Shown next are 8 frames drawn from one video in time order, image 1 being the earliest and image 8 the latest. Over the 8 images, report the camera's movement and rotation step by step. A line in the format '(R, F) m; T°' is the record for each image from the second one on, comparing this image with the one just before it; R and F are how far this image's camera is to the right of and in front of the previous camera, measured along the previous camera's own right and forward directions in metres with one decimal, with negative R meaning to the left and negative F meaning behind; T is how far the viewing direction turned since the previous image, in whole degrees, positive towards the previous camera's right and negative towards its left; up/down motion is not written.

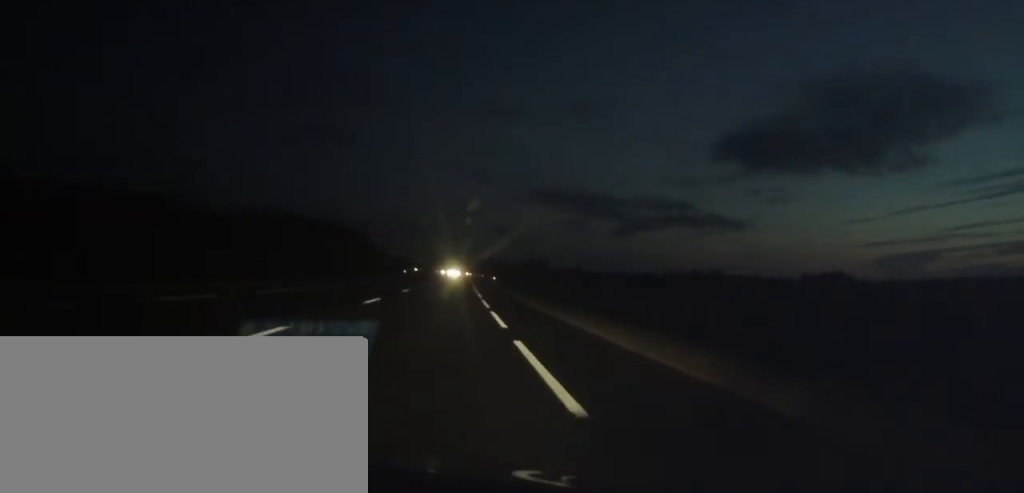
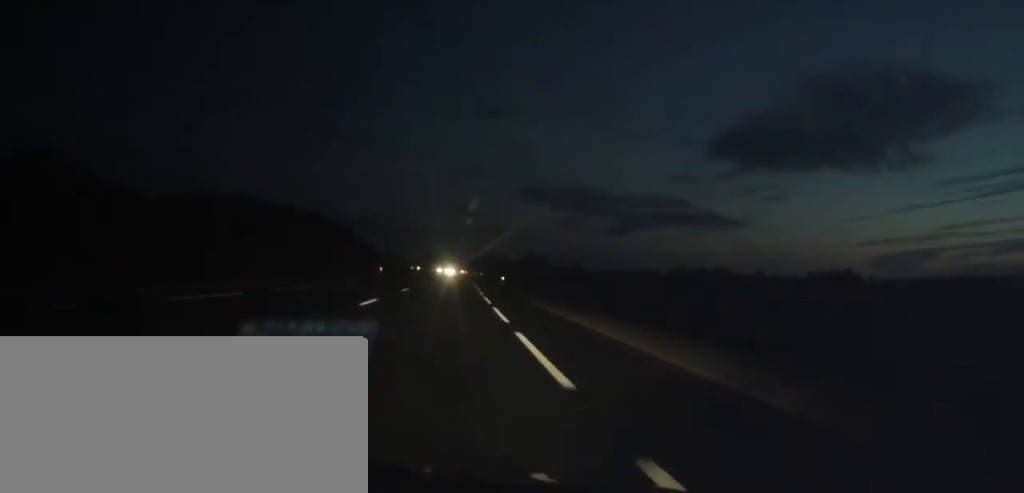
(0.0, +25.8) m; +1°
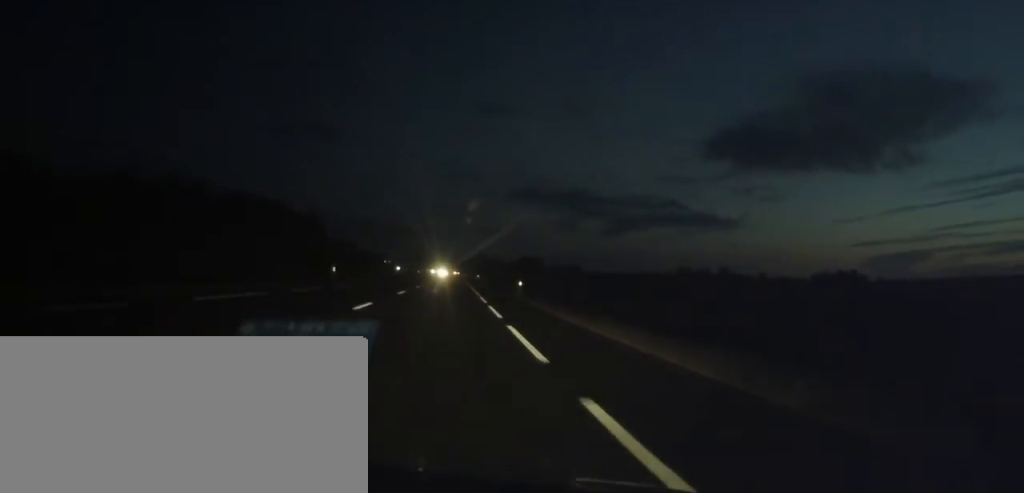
(+0.4, +25.0) m; +1°
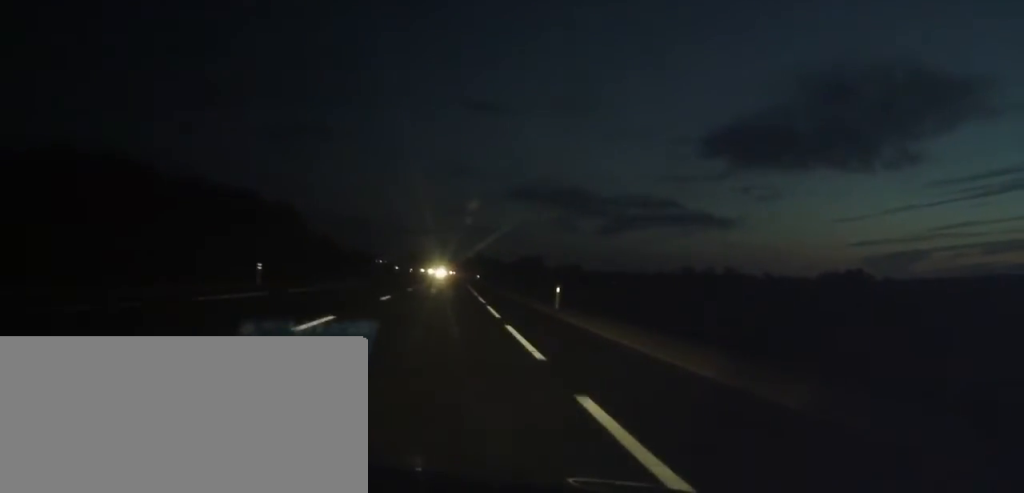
(+0.1, +17.9) m; 0°
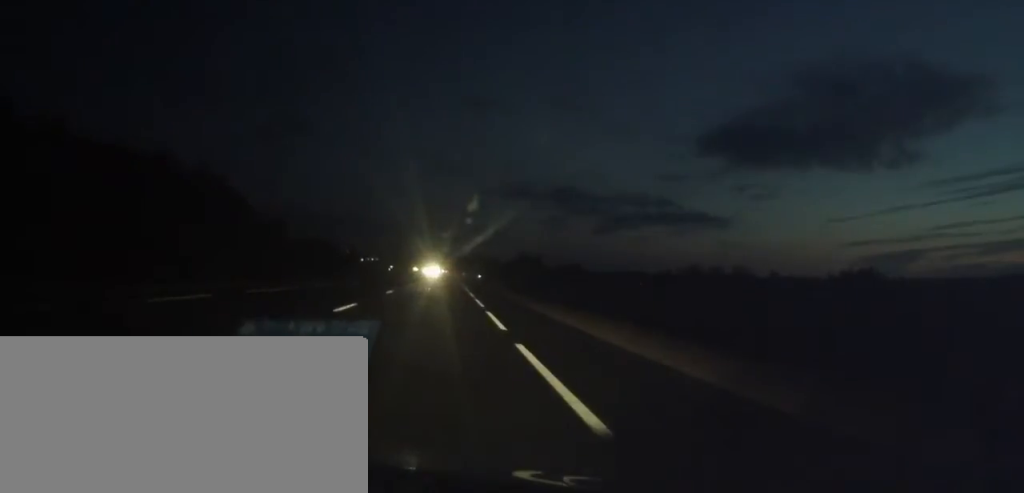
(0.0, +31.4) m; 0°
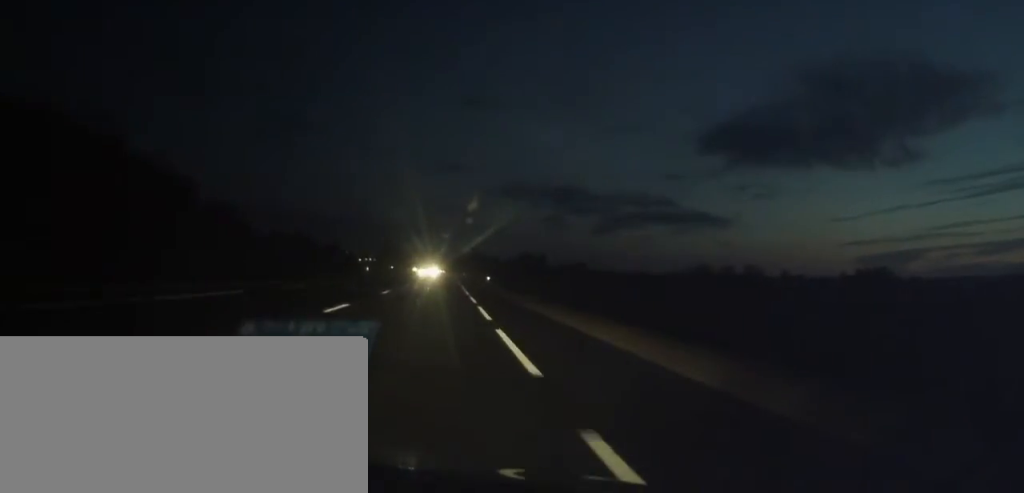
(+0.1, +24.3) m; 0°
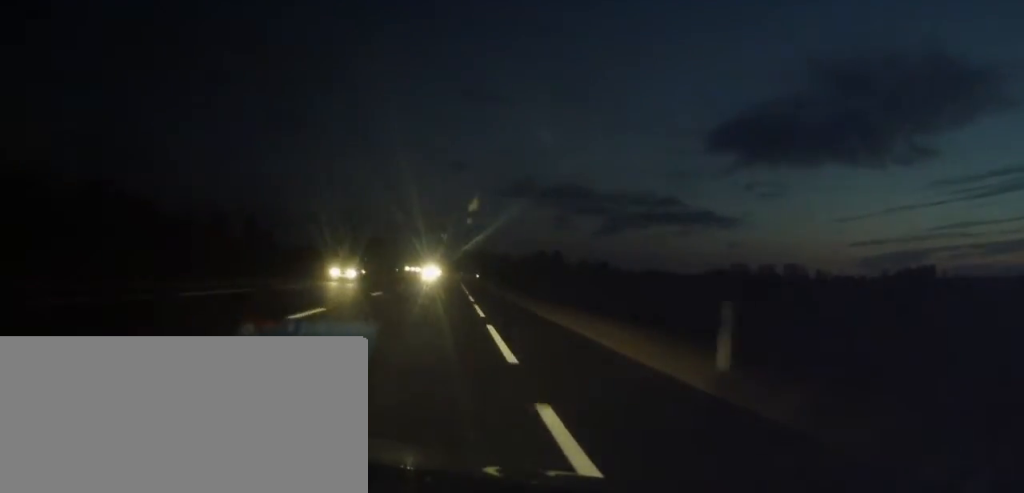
(-0.1, +63.3) m; 0°
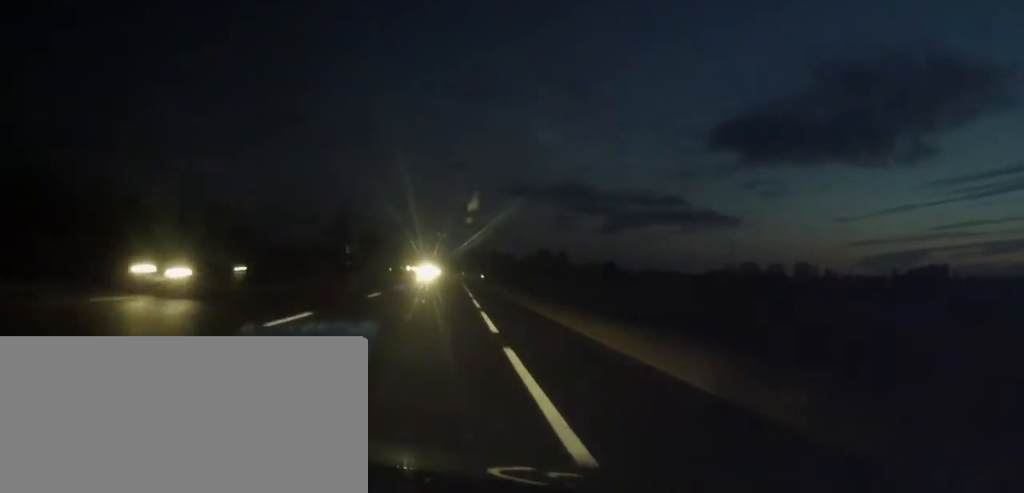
(0.0, +13.8) m; 0°
